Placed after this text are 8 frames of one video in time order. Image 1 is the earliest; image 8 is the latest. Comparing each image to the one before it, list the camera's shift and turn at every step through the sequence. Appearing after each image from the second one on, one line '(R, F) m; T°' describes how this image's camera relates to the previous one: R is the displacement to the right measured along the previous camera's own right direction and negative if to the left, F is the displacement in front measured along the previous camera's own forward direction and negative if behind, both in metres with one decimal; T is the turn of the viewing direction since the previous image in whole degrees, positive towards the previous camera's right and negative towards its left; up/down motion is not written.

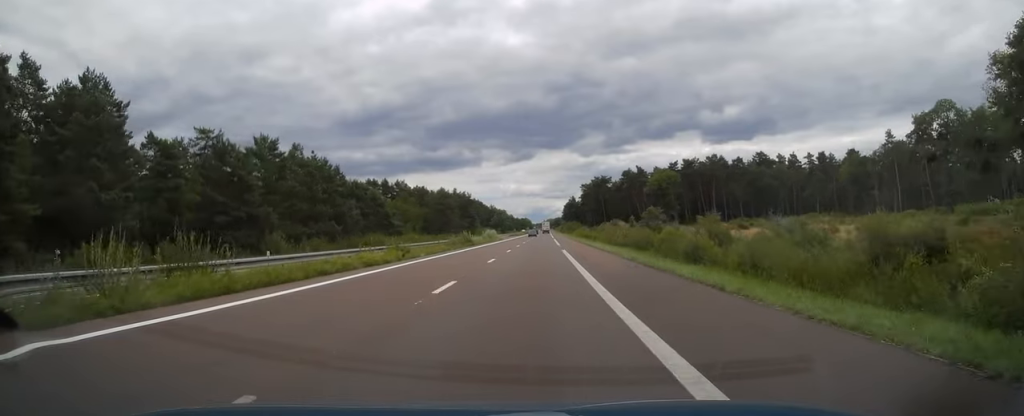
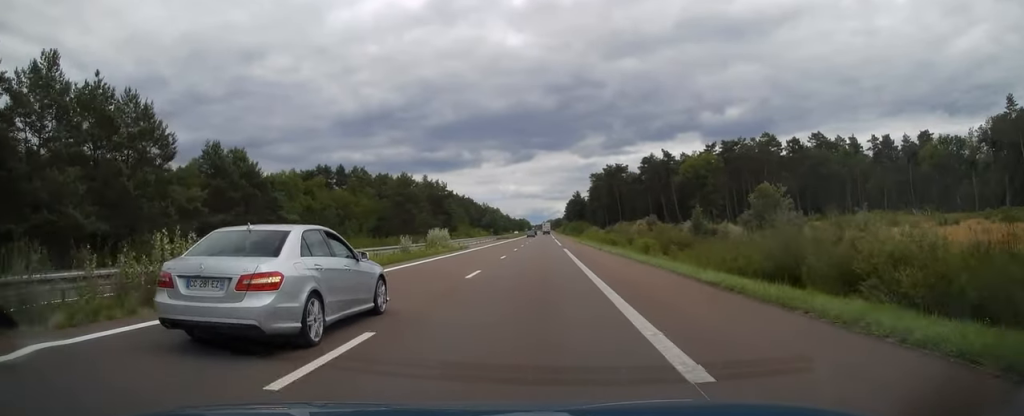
(-0.1, +47.6) m; 0°
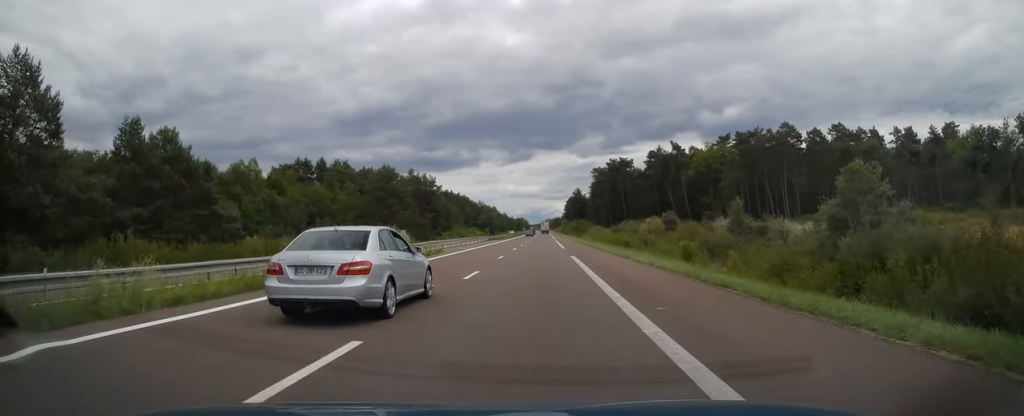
(-0.1, +13.7) m; 0°
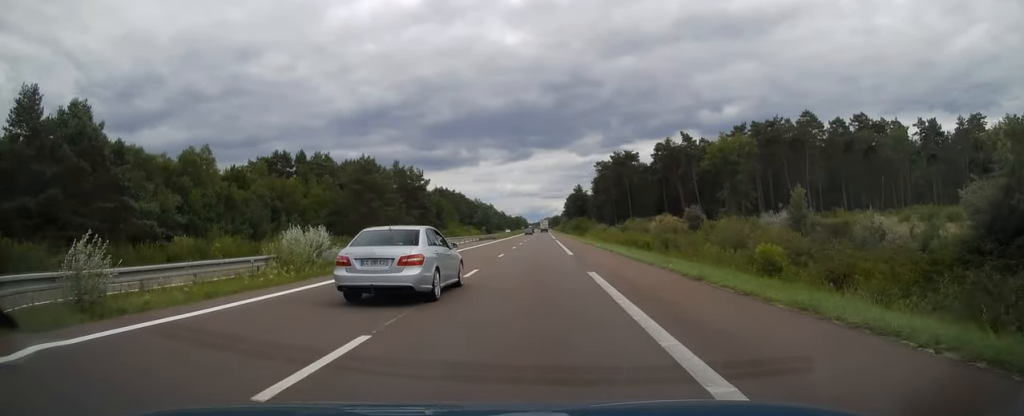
(0.0, +12.7) m; 0°
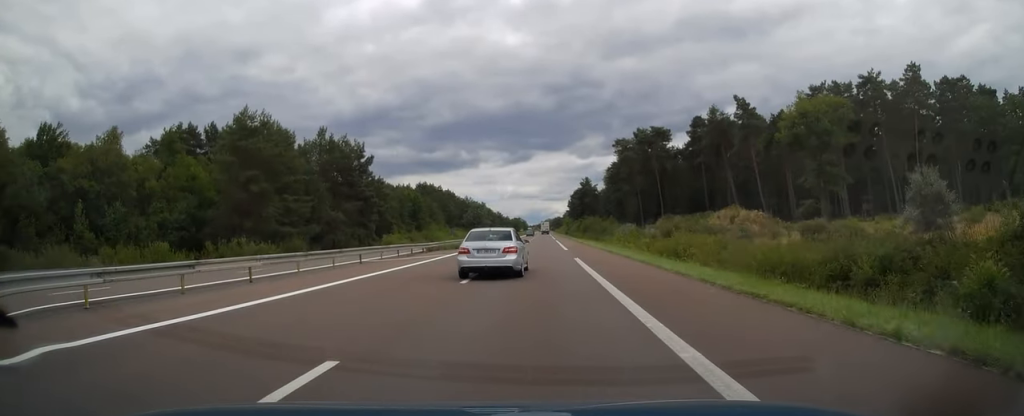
(+0.2, +40.7) m; 0°
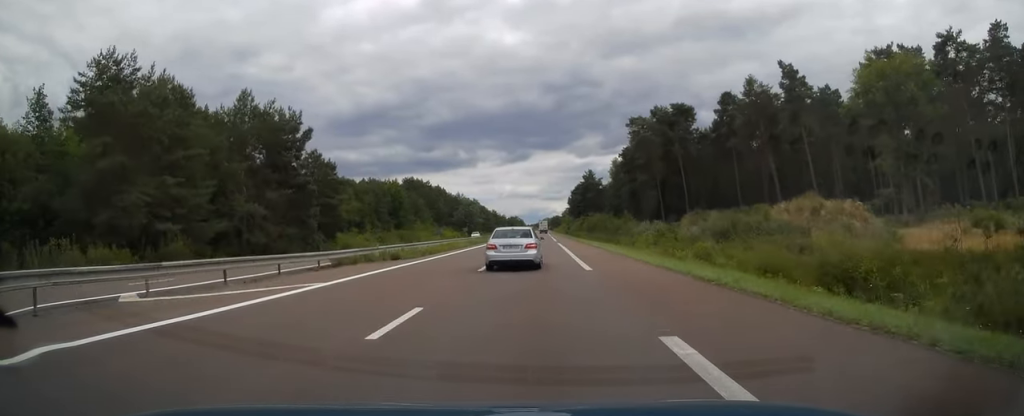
(0.0, +21.6) m; 0°
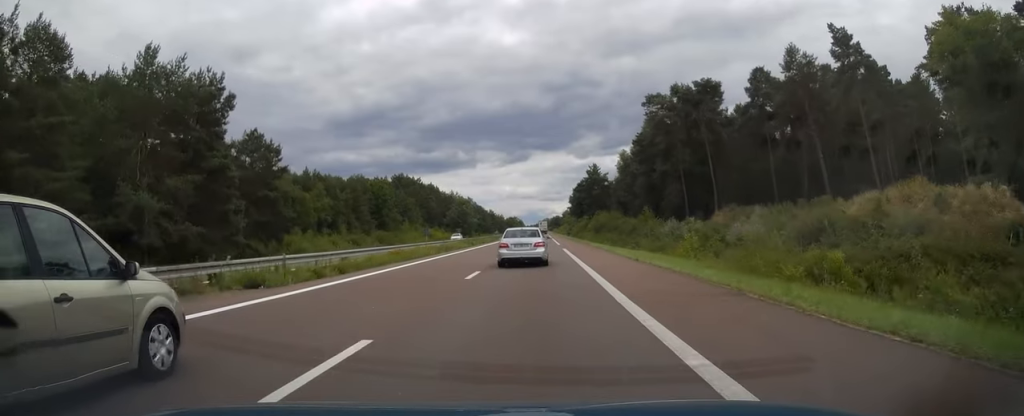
(-0.1, +16.2) m; 0°
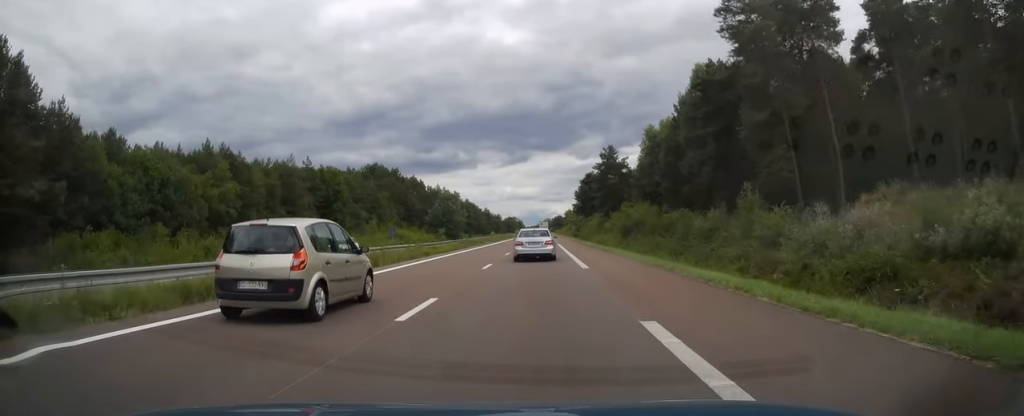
(+0.3, +34.3) m; 0°
